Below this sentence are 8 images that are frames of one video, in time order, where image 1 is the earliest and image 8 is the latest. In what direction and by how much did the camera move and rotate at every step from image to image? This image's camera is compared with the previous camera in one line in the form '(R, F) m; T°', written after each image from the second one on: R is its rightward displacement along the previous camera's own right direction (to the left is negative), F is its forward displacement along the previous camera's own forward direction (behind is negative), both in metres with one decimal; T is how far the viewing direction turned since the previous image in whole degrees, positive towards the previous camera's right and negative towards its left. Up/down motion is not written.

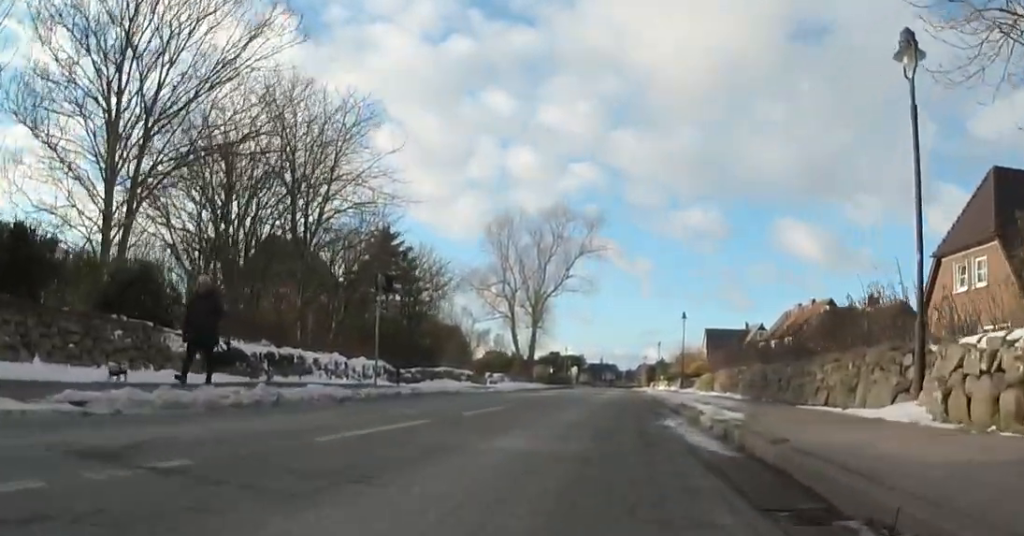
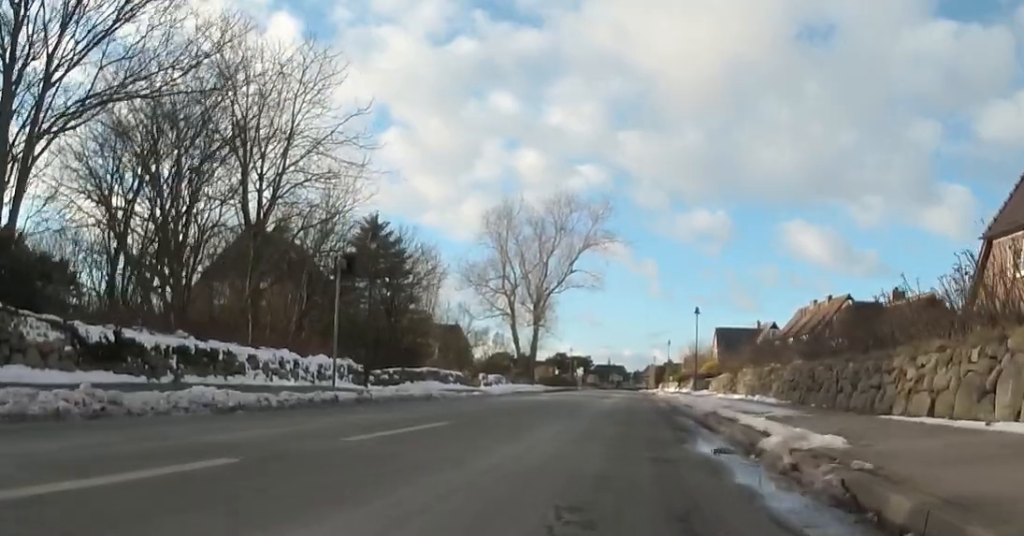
(-0.1, +4.5) m; +5°
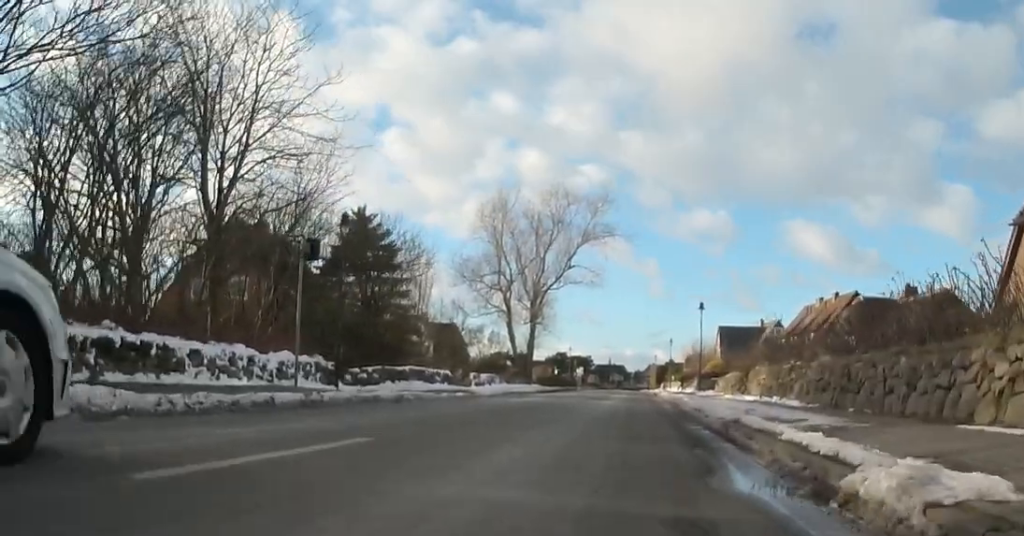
(+0.3, +2.5) m; +4°
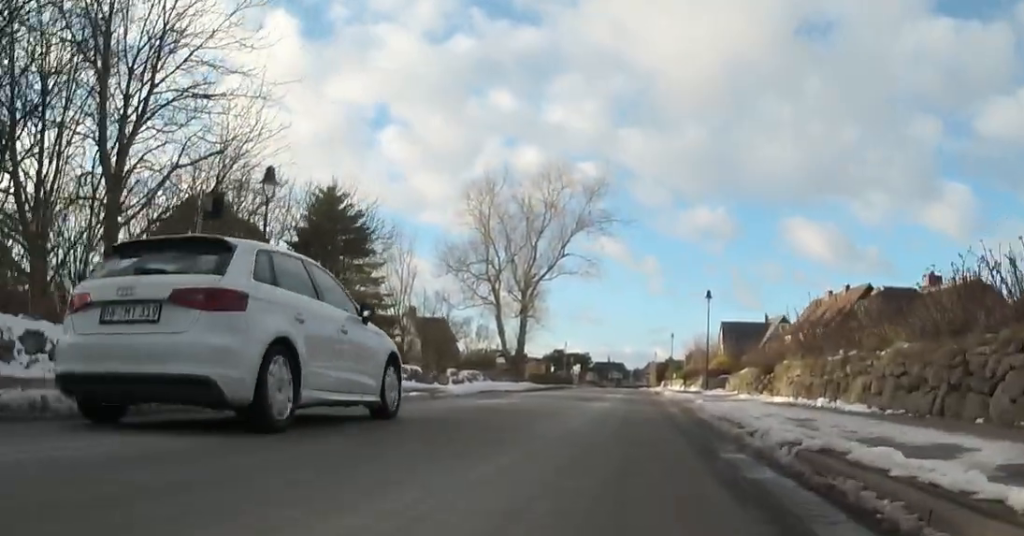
(+0.4, +4.9) m; +5°
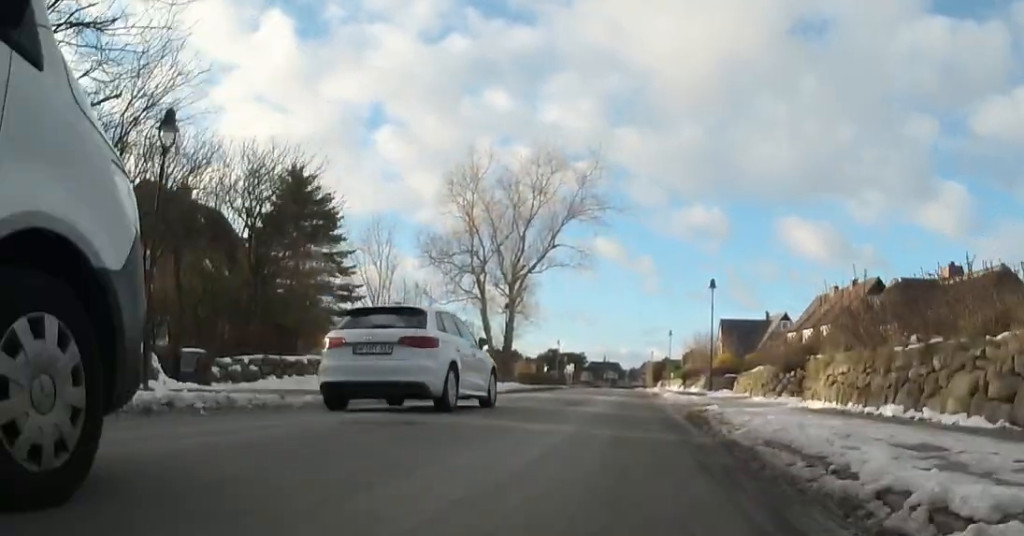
(+0.2, +4.2) m; 0°
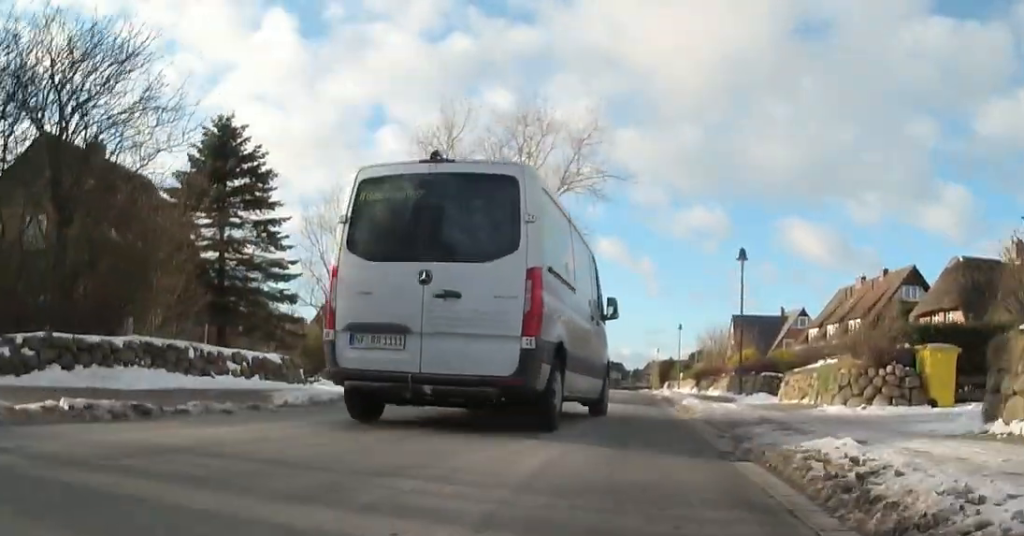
(-1.0, +8.0) m; -10°
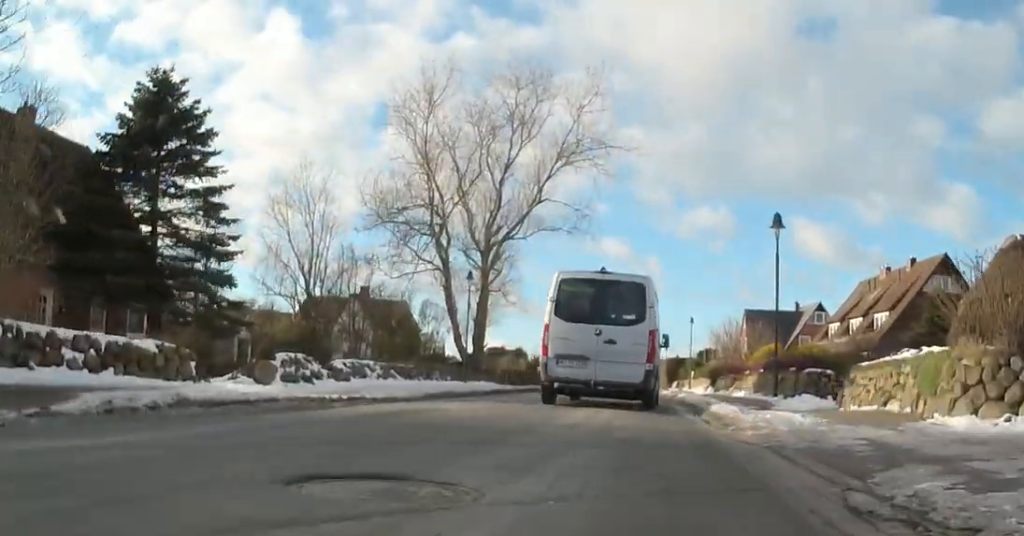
(-0.2, +5.3) m; -1°
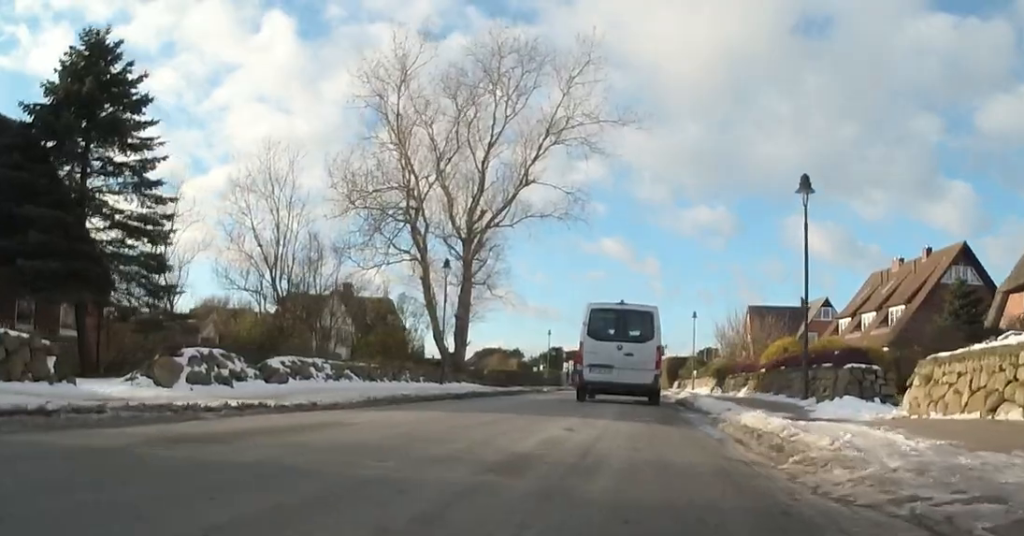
(+0.3, +3.8) m; 0°
